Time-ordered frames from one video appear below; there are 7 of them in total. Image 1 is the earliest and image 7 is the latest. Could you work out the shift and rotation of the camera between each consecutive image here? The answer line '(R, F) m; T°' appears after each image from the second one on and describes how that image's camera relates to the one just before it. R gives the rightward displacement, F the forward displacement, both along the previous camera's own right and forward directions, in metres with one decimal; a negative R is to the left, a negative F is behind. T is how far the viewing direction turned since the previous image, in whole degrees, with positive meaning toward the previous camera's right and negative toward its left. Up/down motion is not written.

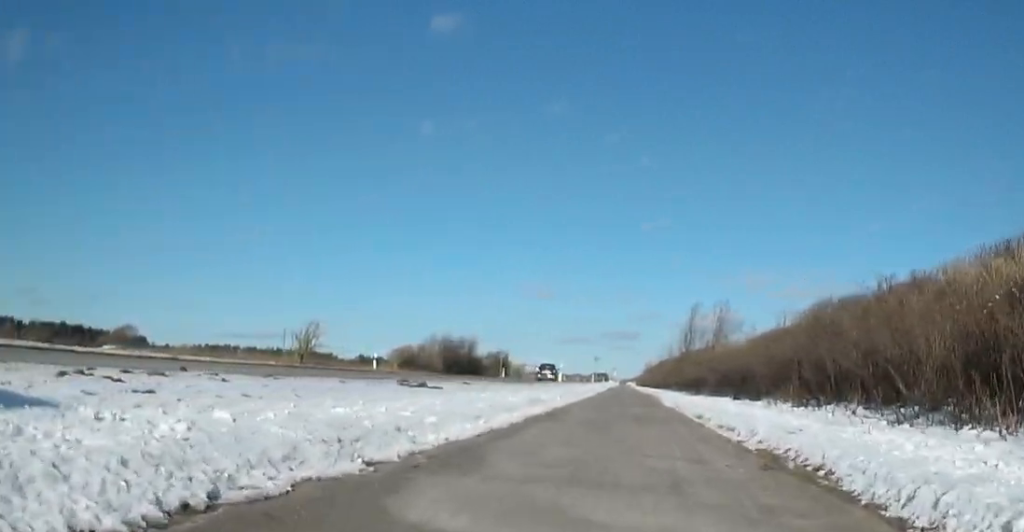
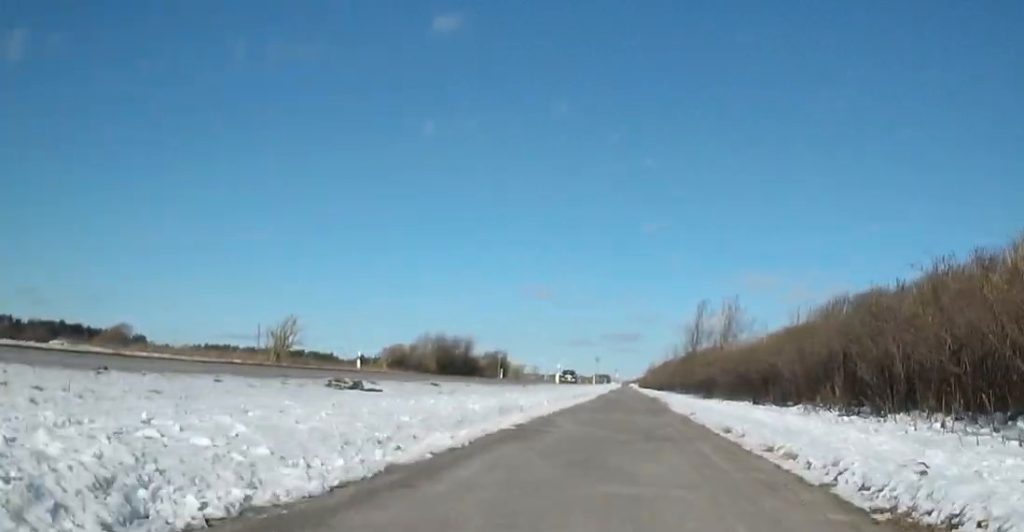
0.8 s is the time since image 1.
(-0.1, +3.4) m; +1°
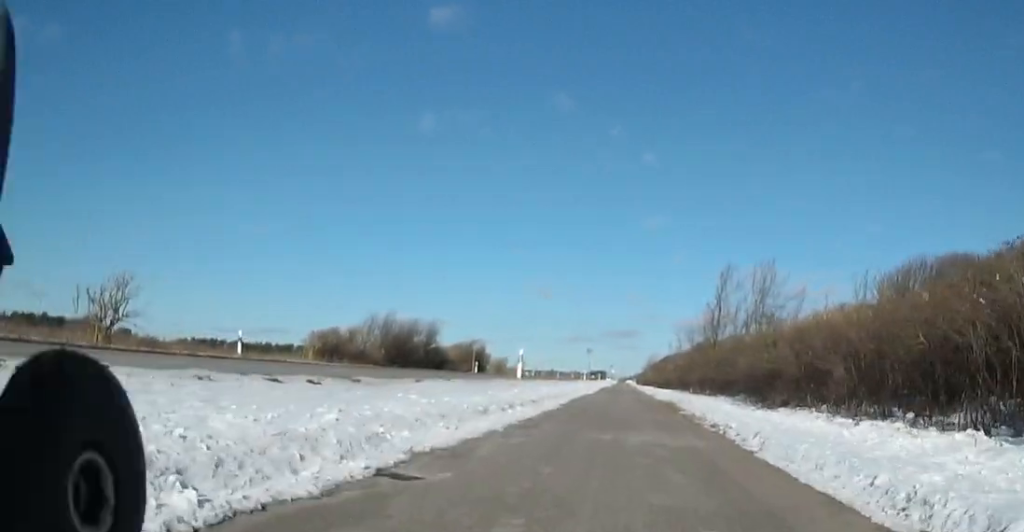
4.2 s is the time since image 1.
(+0.5, +14.1) m; +3°
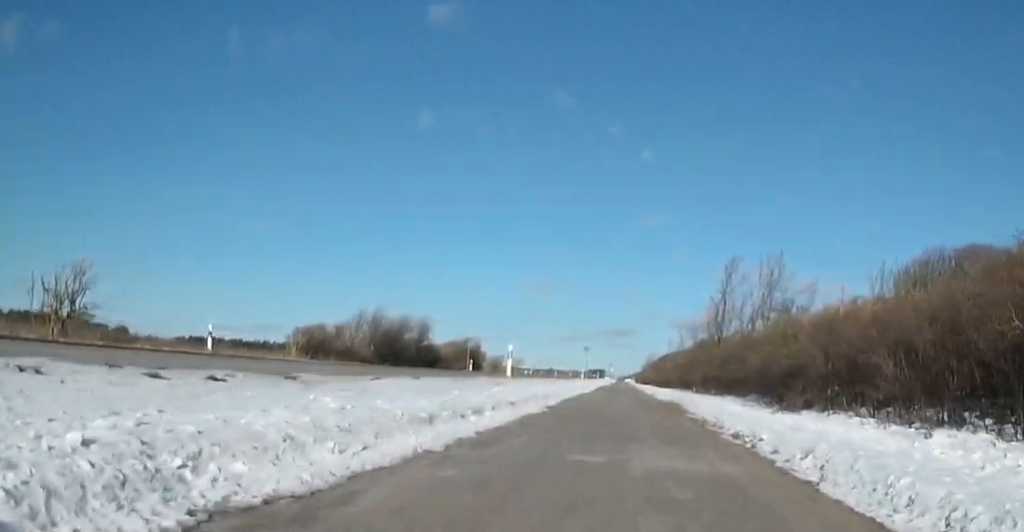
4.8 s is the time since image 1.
(+0.2, +2.2) m; 0°
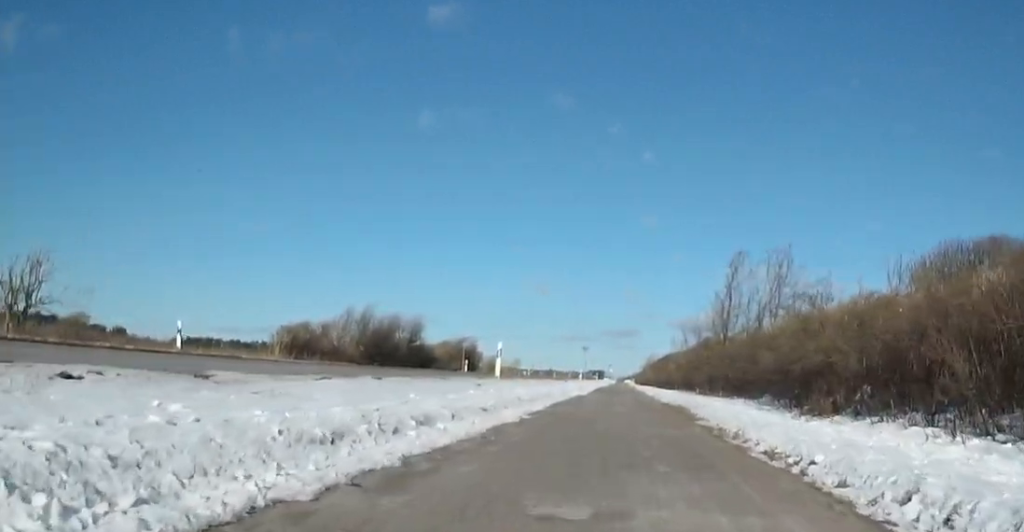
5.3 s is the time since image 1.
(+0.2, +2.0) m; 0°
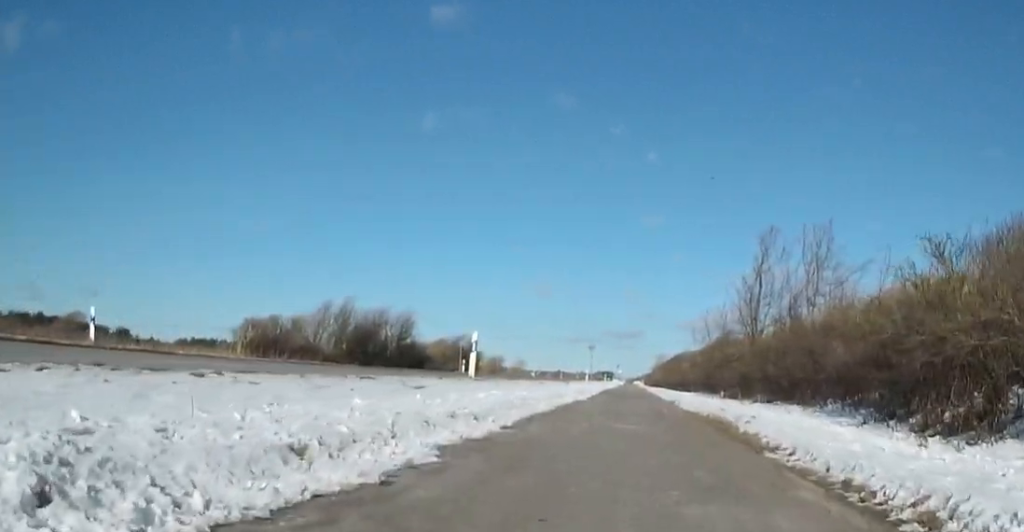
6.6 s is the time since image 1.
(-0.4, +5.3) m; 0°
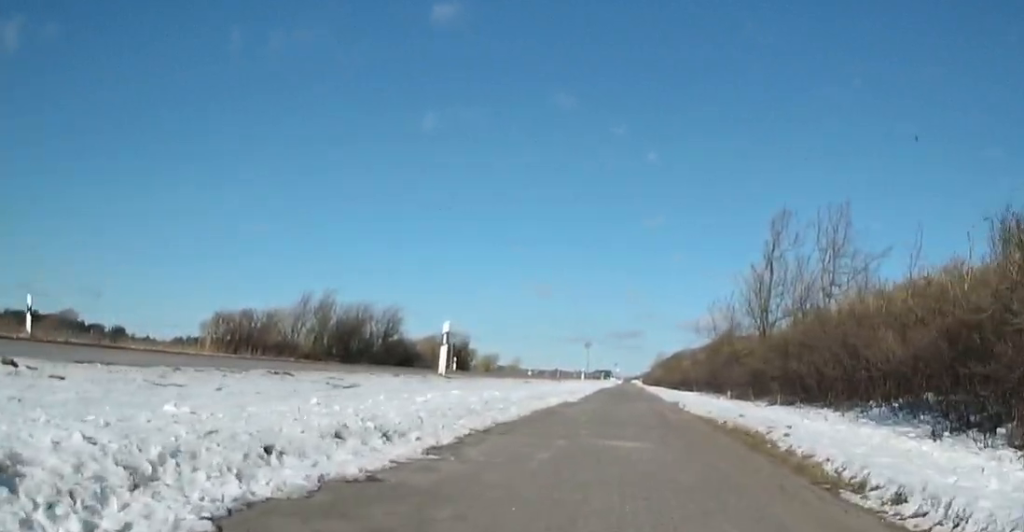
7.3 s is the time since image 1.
(+0.2, +2.6) m; 0°
